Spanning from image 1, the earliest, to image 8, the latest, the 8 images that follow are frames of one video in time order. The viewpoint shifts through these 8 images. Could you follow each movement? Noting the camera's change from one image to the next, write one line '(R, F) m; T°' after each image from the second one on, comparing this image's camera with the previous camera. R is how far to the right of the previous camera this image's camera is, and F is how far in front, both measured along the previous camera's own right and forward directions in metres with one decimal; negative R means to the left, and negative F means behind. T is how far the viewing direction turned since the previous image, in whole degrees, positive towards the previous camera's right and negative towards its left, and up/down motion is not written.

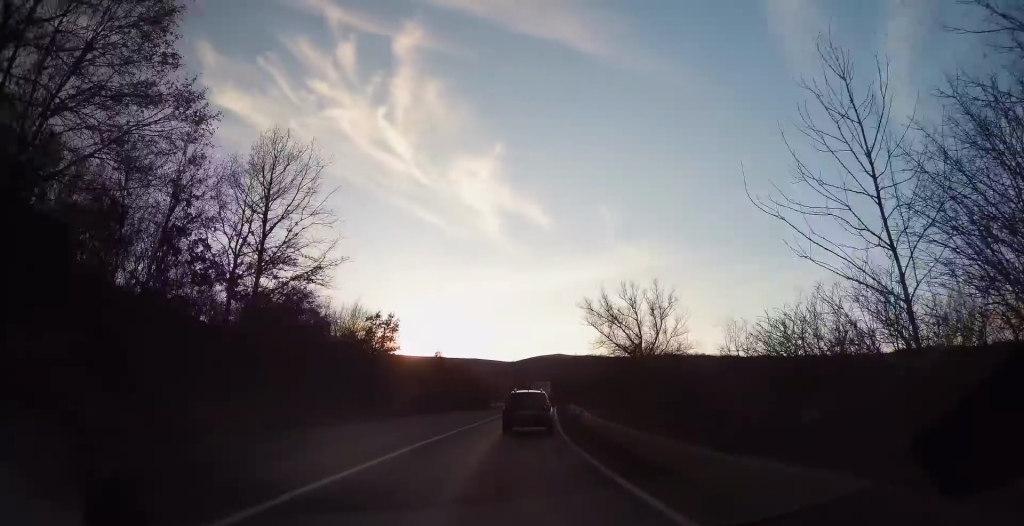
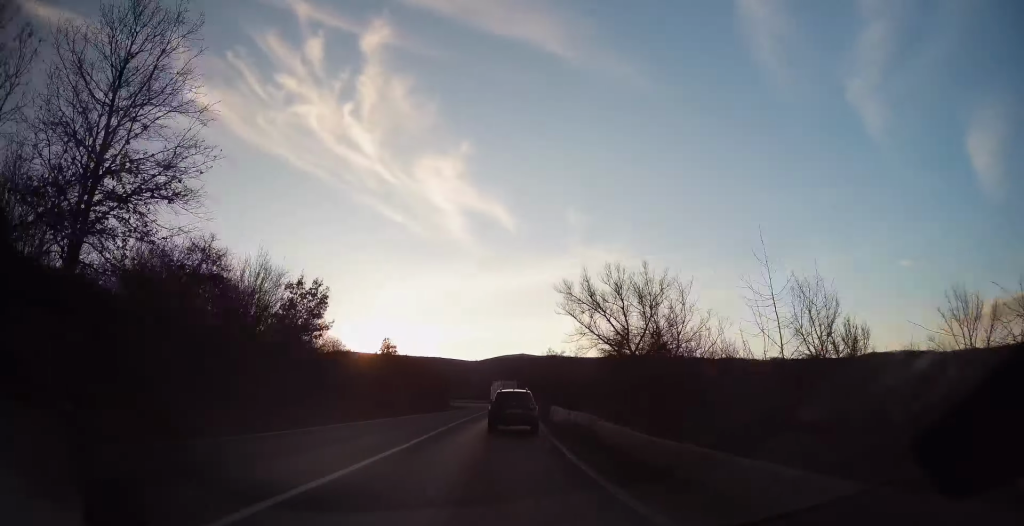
(+0.3, +10.2) m; +2°
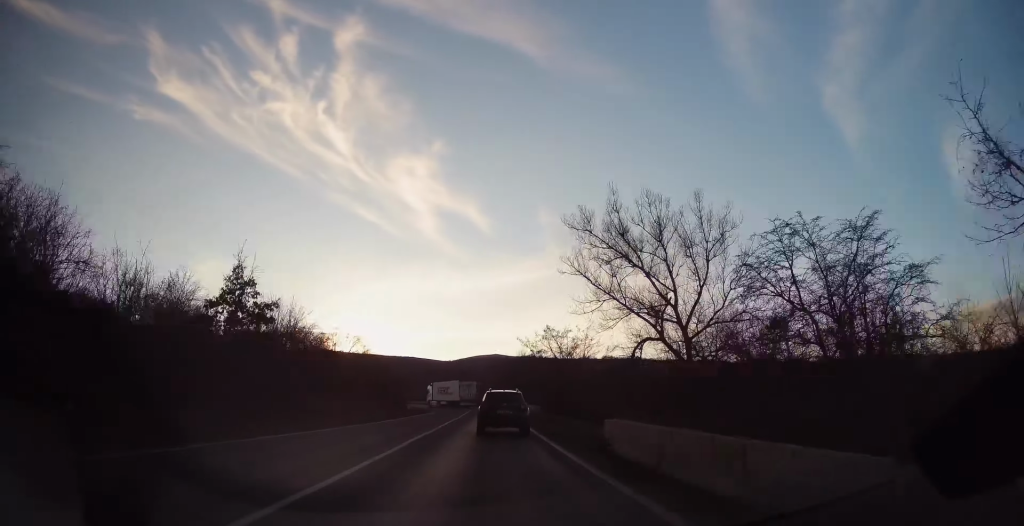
(+0.6, +21.9) m; +3°
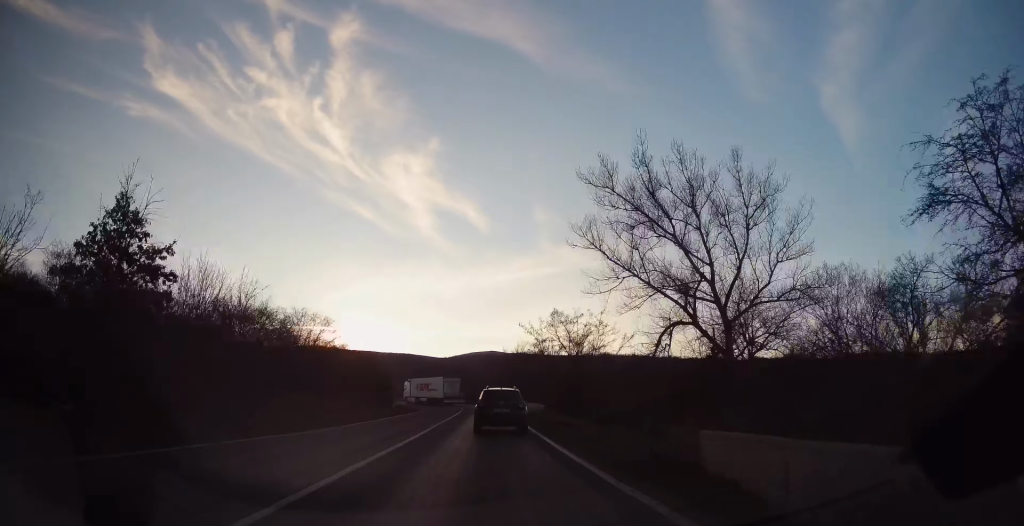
(0.0, +6.8) m; 0°
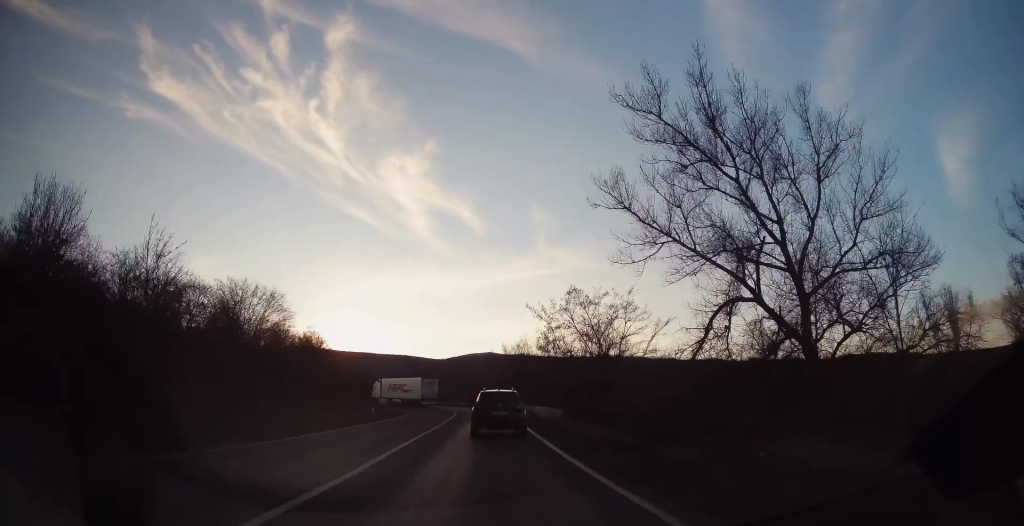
(-0.1, +8.1) m; 0°
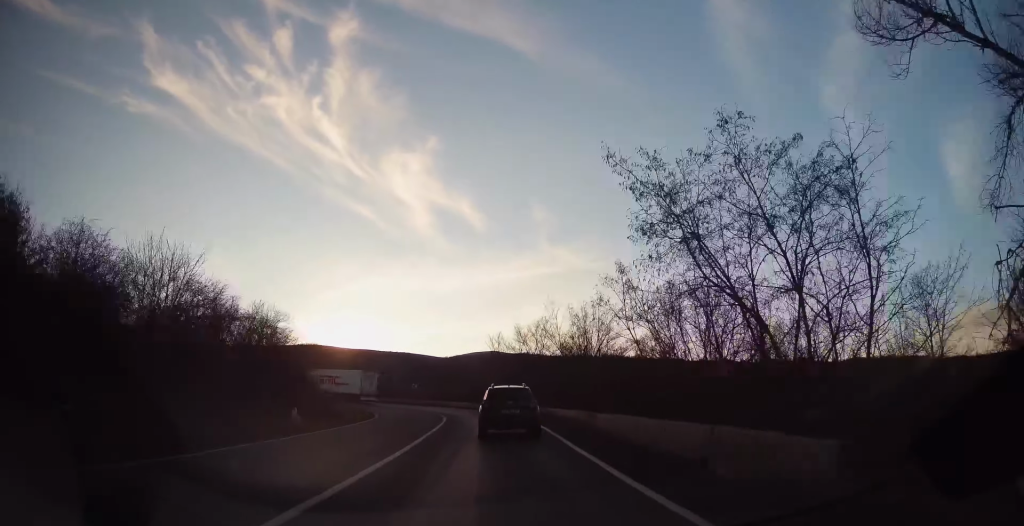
(+0.1, +17.8) m; +1°
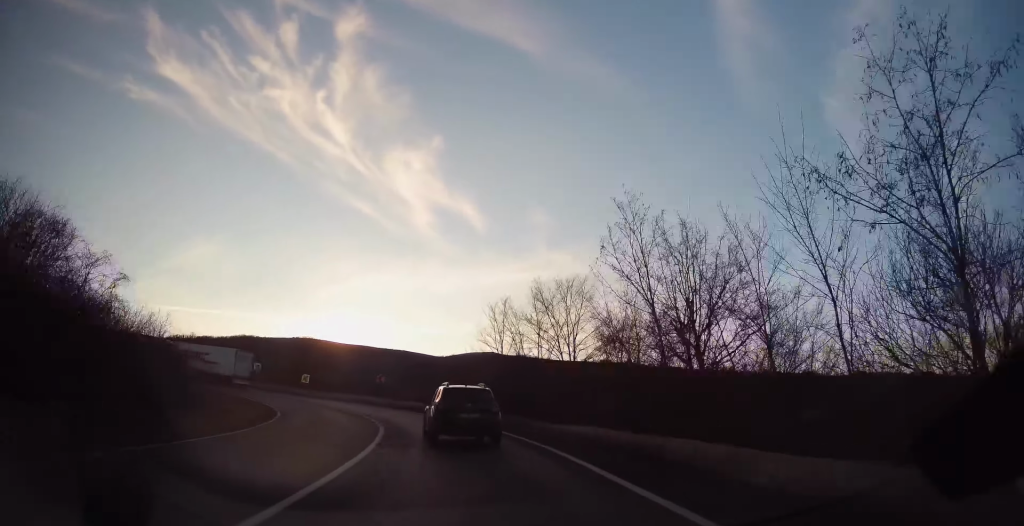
(-0.3, +19.1) m; -4°
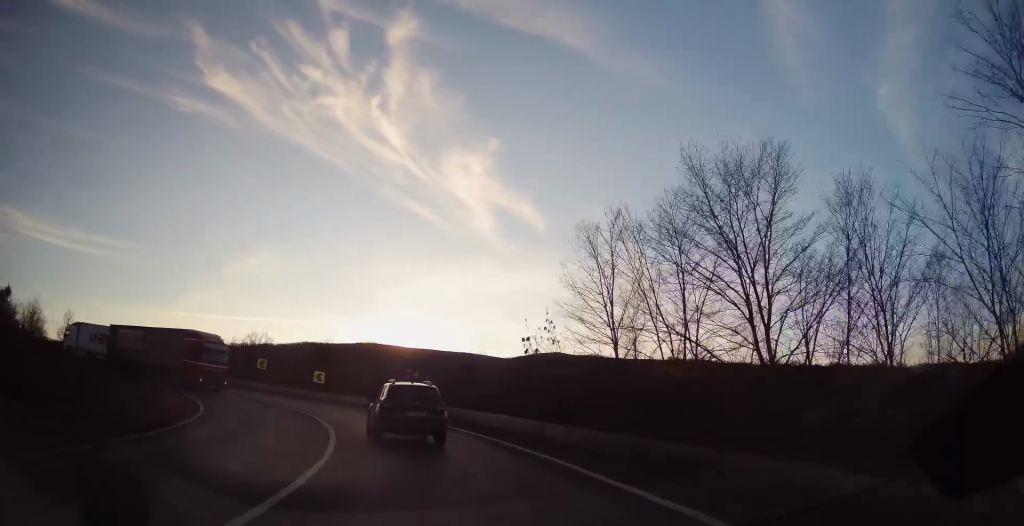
(-0.7, +16.4) m; -7°
